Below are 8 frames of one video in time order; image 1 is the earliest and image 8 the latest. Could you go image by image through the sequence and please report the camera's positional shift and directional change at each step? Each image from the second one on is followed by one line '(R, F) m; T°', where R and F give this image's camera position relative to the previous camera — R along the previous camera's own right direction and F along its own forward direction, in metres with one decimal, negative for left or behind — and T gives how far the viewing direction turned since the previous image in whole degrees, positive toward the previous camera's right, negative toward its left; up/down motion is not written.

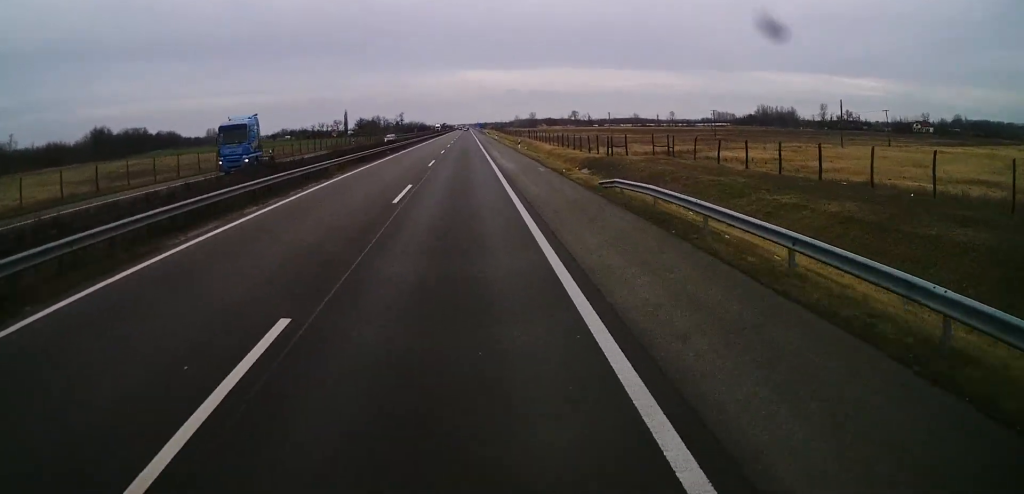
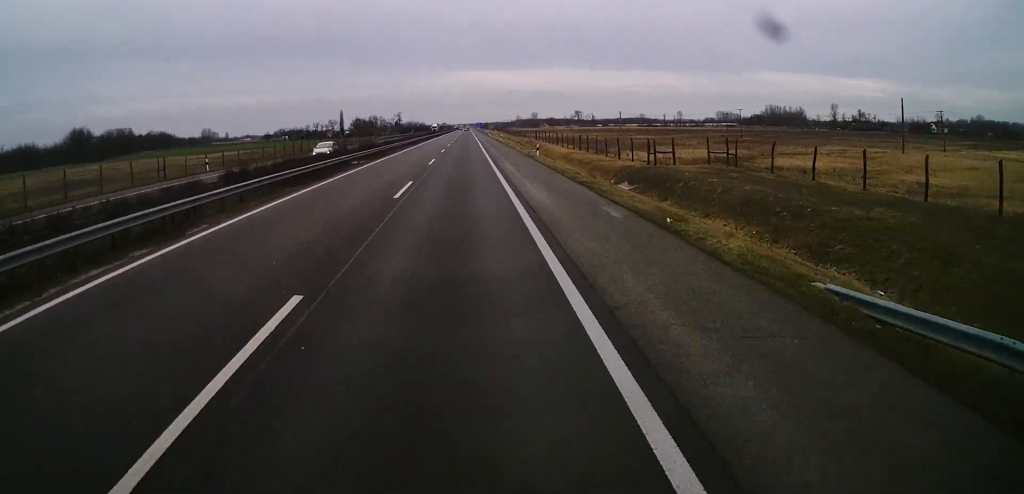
(0.0, +17.3) m; 0°
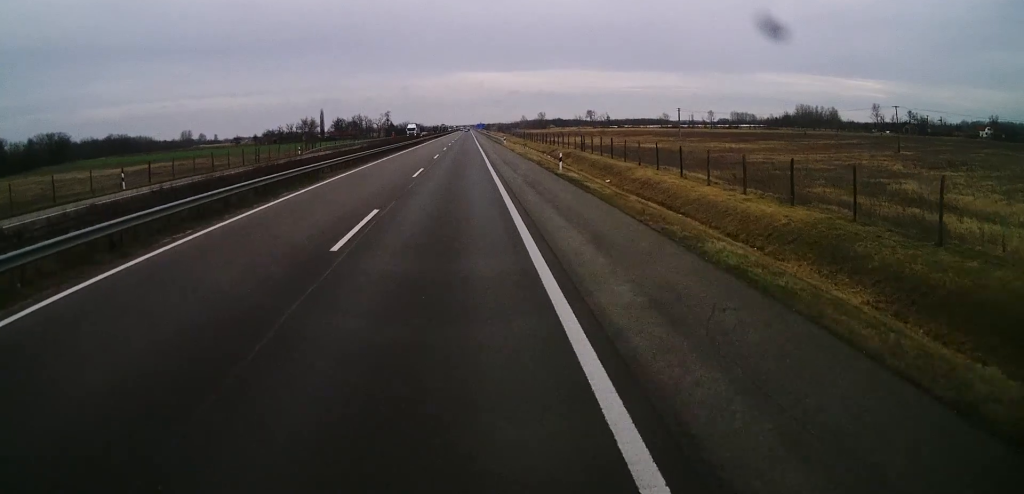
(+0.6, +63.5) m; +1°
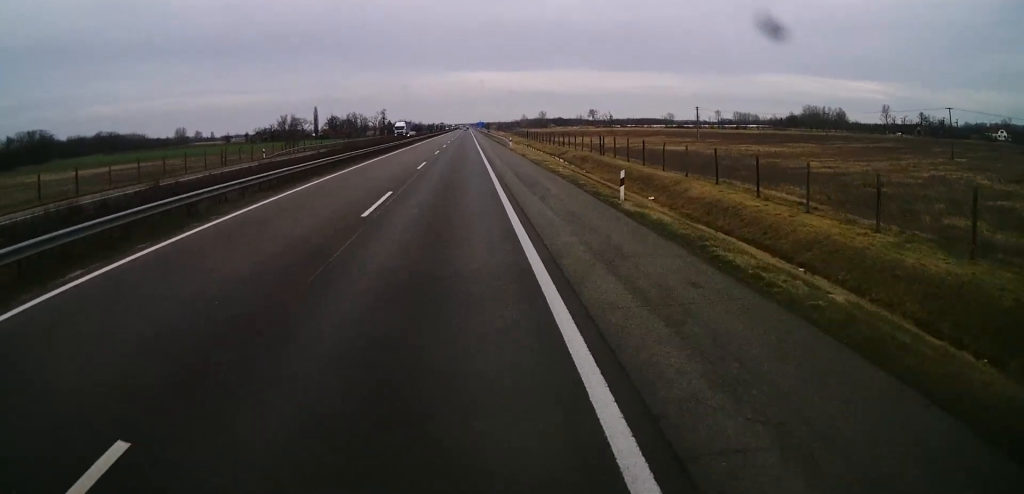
(0.0, +14.0) m; 0°
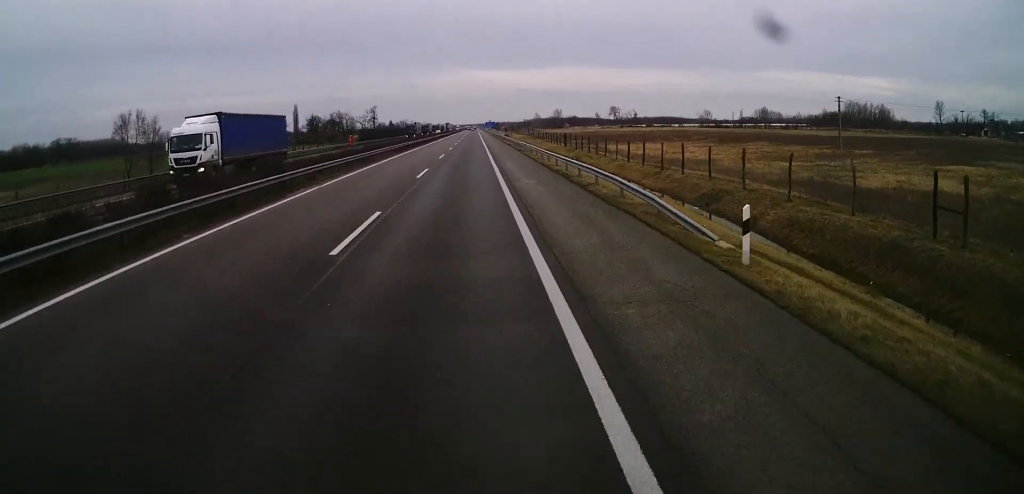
(-0.8, +59.0) m; -1°
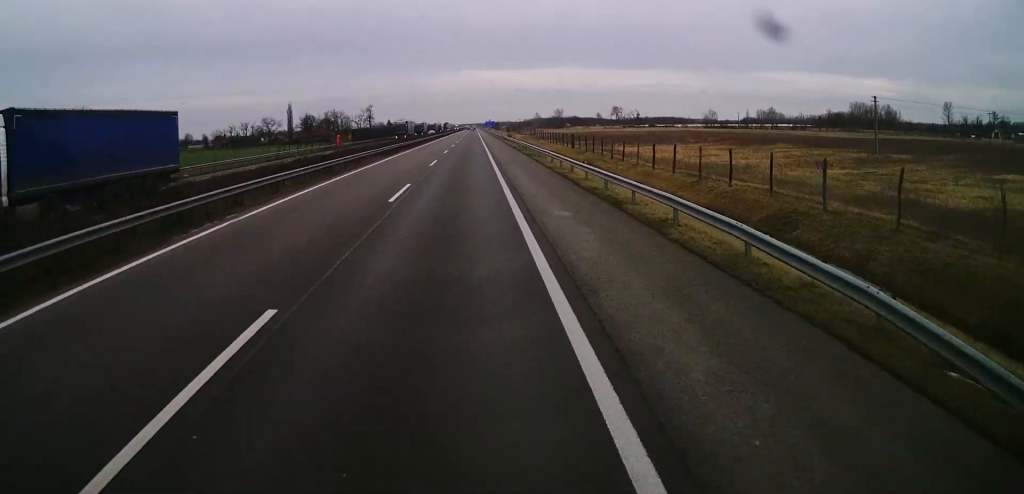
(0.0, +9.8) m; 0°
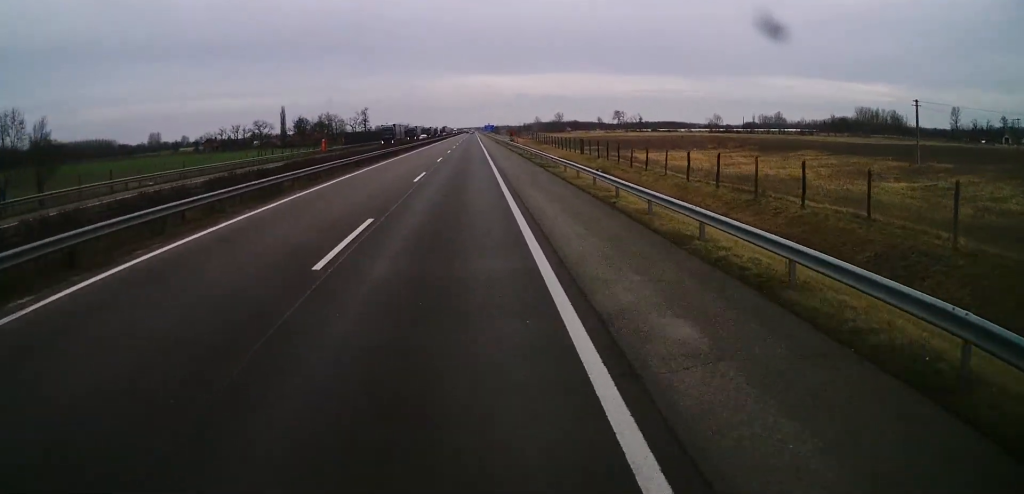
(0.0, +9.8) m; 0°
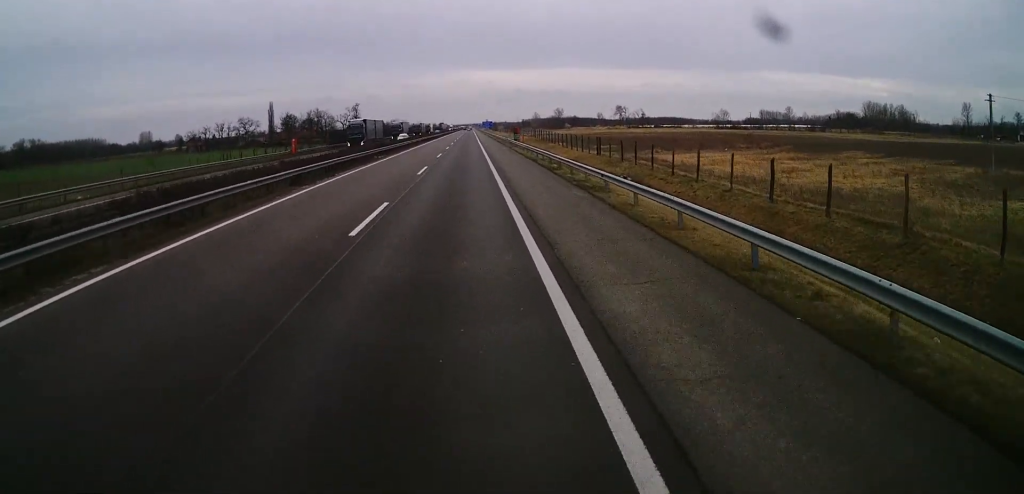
(0.0, +14.7) m; 0°
